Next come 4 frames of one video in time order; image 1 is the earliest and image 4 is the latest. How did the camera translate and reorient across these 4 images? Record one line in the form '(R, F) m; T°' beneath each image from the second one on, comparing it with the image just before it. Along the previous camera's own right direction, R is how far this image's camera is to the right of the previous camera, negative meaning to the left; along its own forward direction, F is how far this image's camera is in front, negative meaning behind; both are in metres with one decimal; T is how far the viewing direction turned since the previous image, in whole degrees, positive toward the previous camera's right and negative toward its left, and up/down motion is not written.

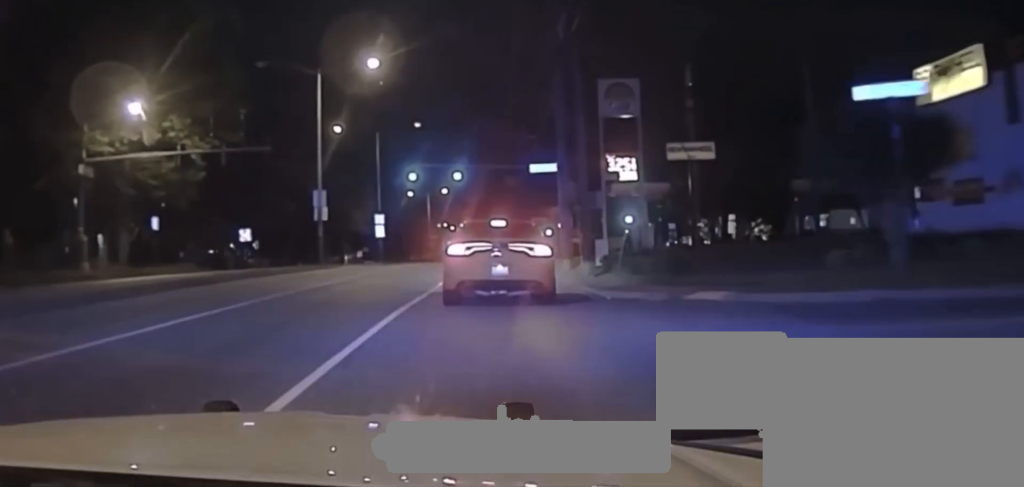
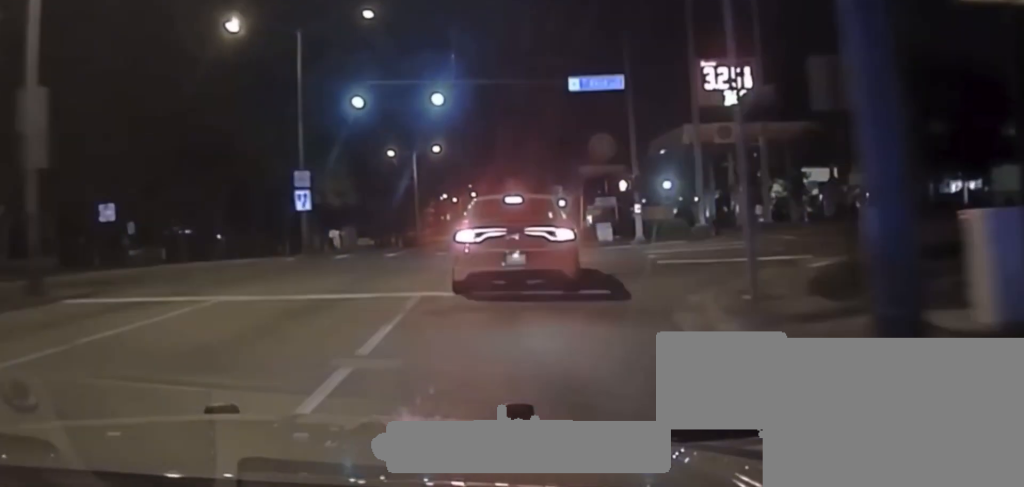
(+0.7, +26.8) m; +2°
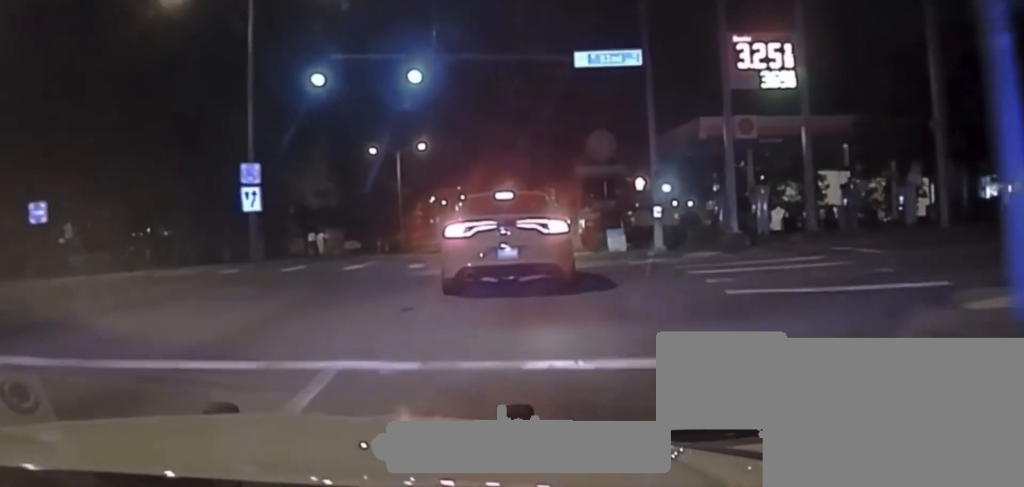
(0.0, +6.8) m; -1°
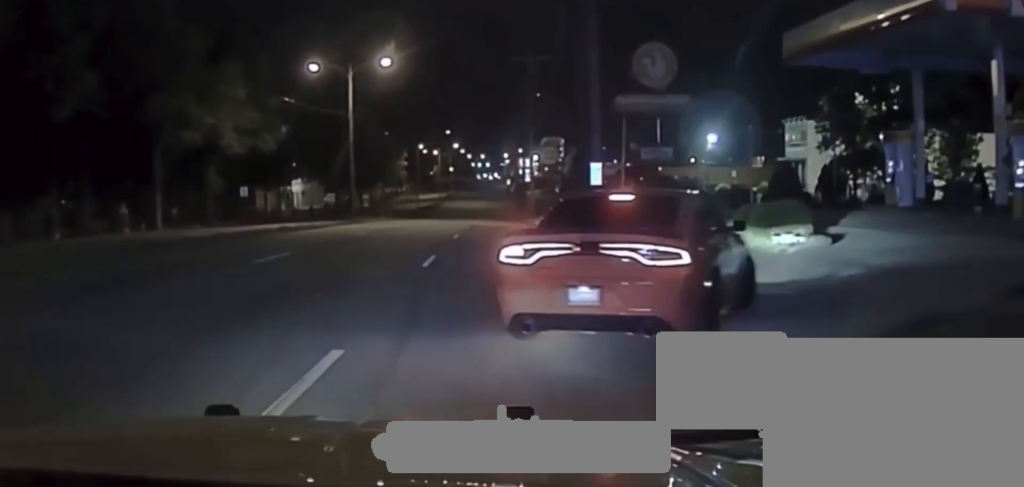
(-0.6, +28.0) m; +3°
